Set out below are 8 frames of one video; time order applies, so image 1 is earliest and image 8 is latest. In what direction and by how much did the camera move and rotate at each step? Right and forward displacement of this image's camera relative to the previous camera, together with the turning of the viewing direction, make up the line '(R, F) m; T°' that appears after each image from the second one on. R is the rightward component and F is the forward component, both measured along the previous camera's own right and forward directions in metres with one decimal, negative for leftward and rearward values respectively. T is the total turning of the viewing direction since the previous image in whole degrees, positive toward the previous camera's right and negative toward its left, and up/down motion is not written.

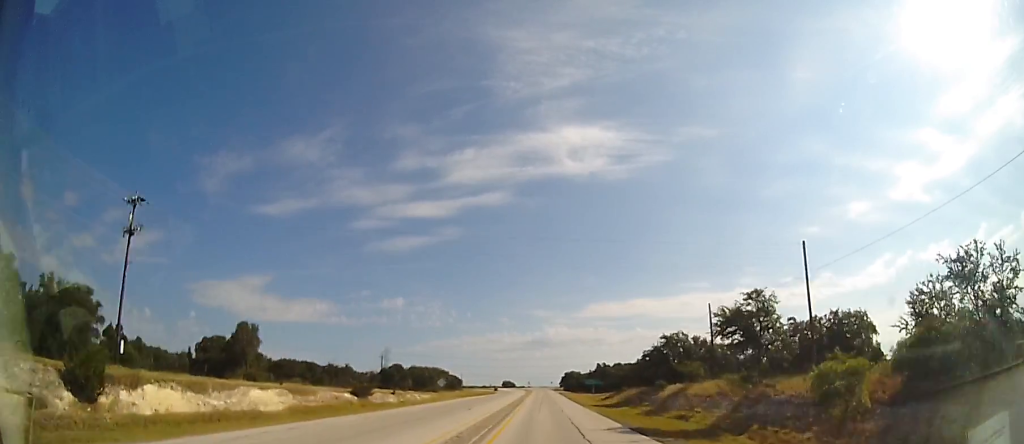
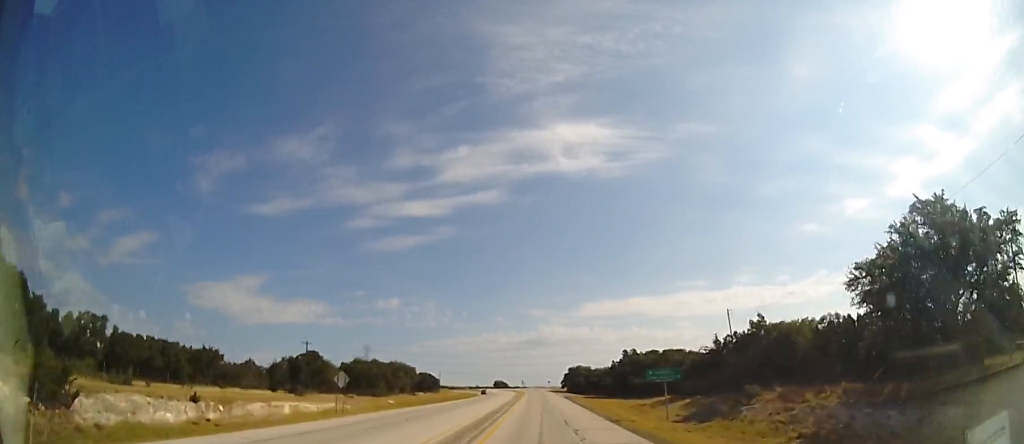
(+0.2, +40.5) m; 0°
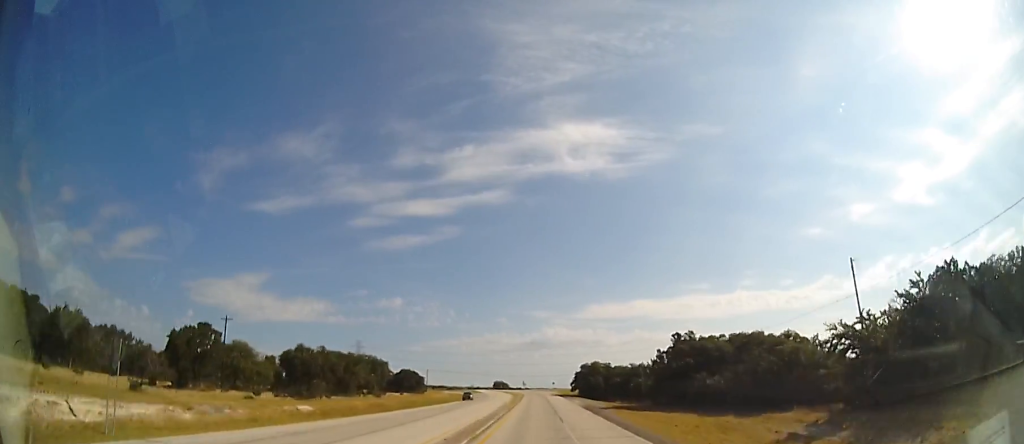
(+0.2, +26.7) m; -1°
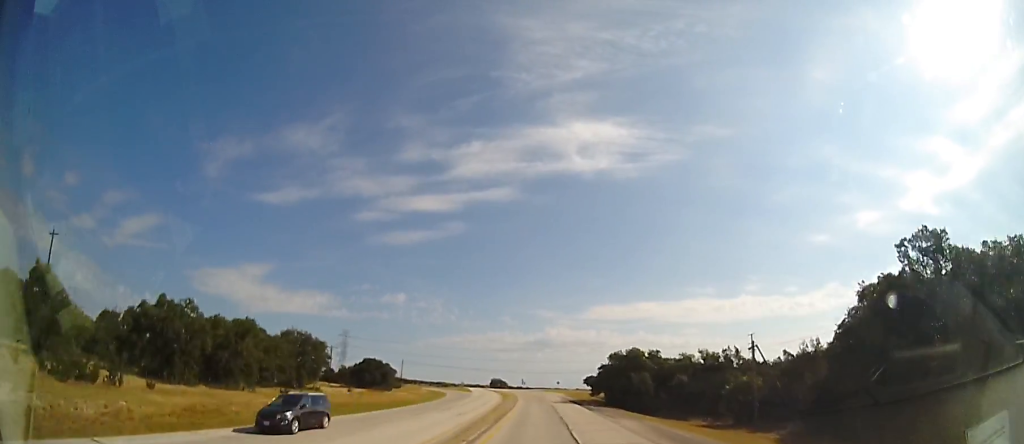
(-0.5, +33.3) m; 0°
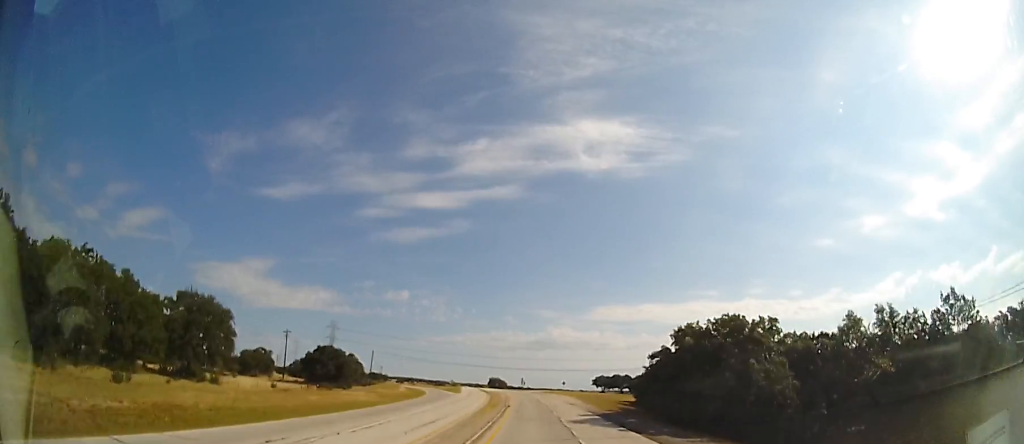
(+0.3, +26.3) m; -1°
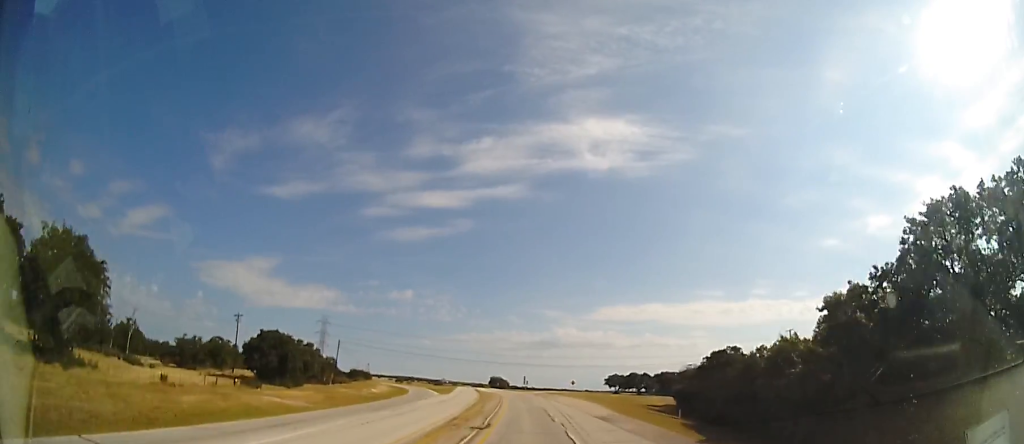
(-0.4, +21.5) m; -1°
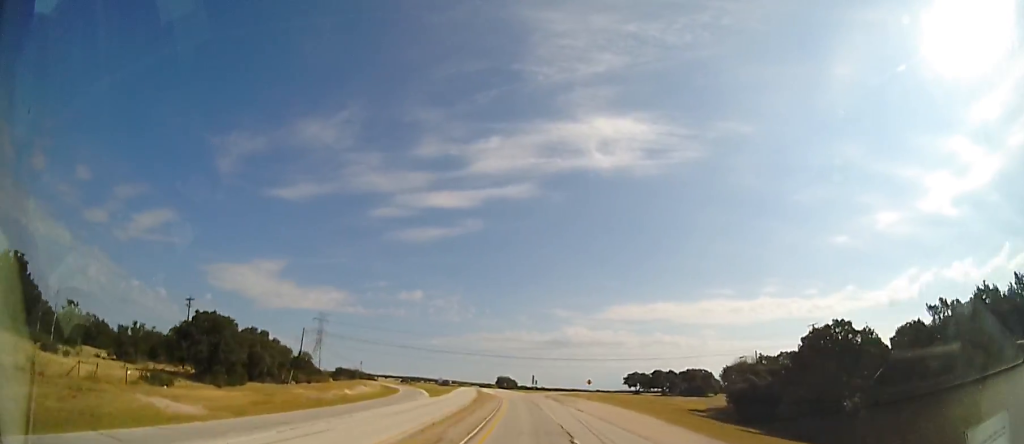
(0.0, +17.6) m; -1°
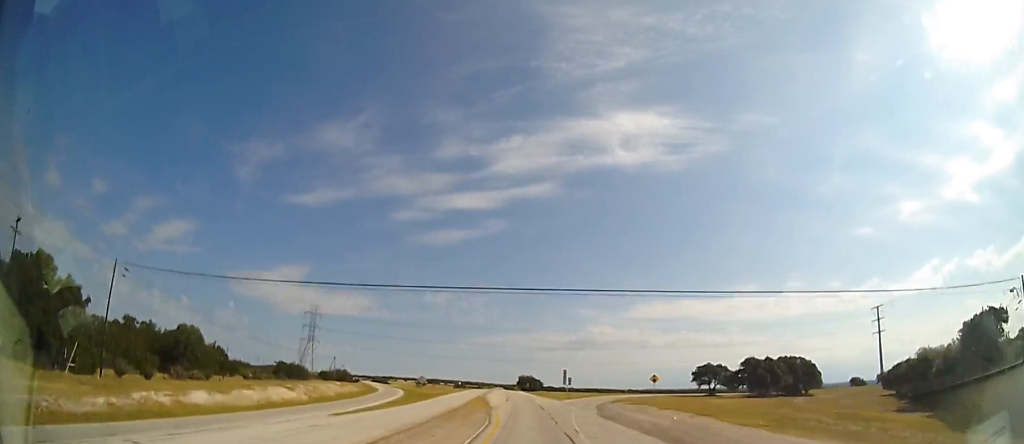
(-0.8, +42.2) m; -3°
